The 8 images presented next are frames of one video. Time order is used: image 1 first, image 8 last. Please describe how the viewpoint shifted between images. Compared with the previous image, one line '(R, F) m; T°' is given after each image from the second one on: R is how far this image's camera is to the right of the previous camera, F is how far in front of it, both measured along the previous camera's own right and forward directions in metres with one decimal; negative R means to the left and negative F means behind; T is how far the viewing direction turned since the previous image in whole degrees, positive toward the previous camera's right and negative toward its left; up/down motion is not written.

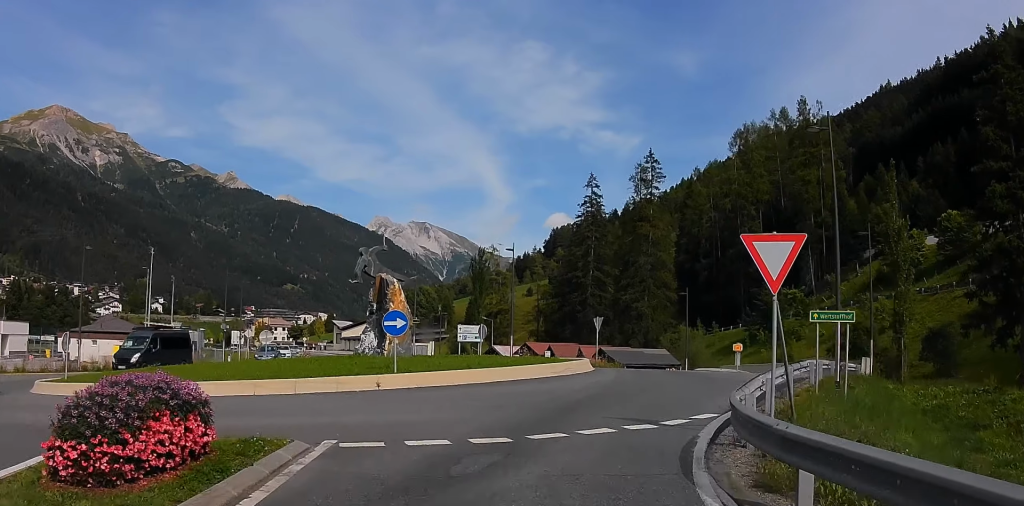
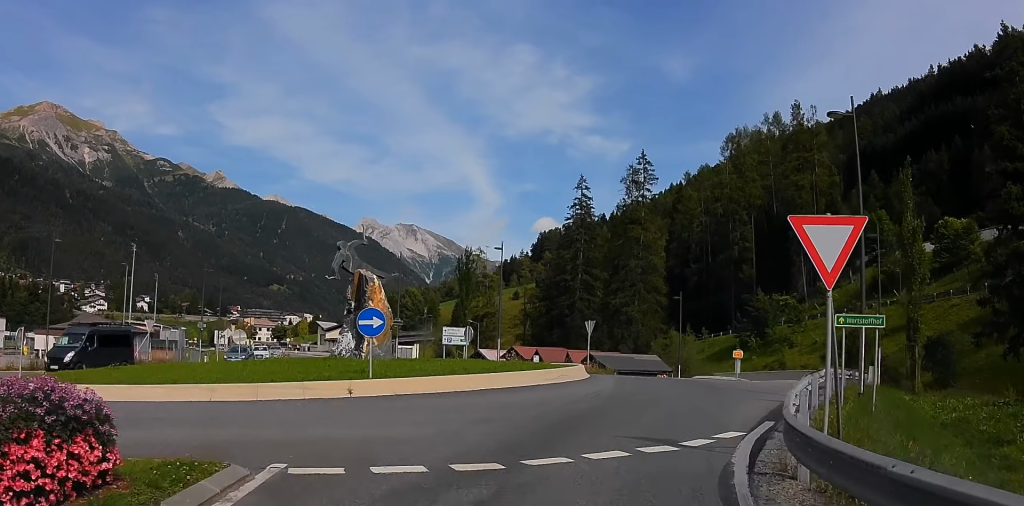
(-0.2, +2.2) m; -2°
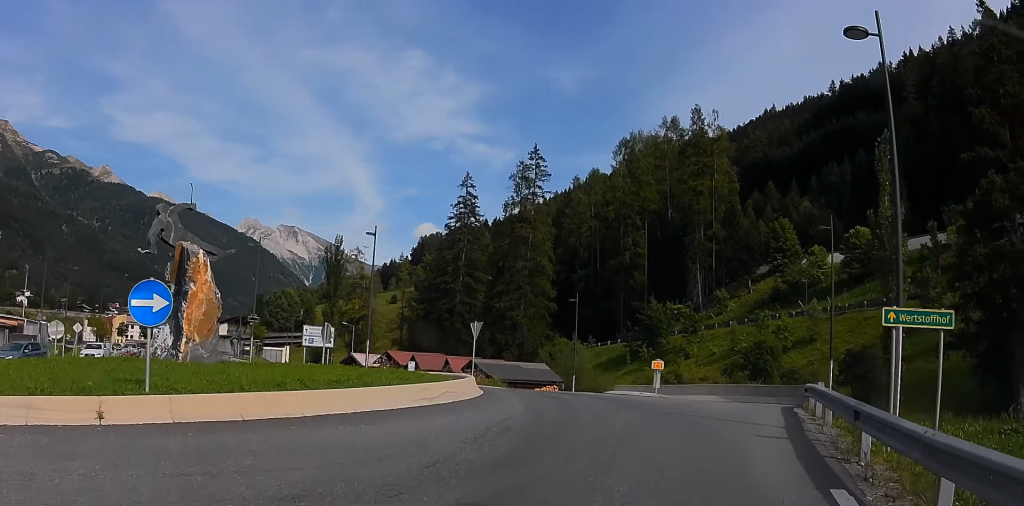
(-0.3, +6.6) m; +13°
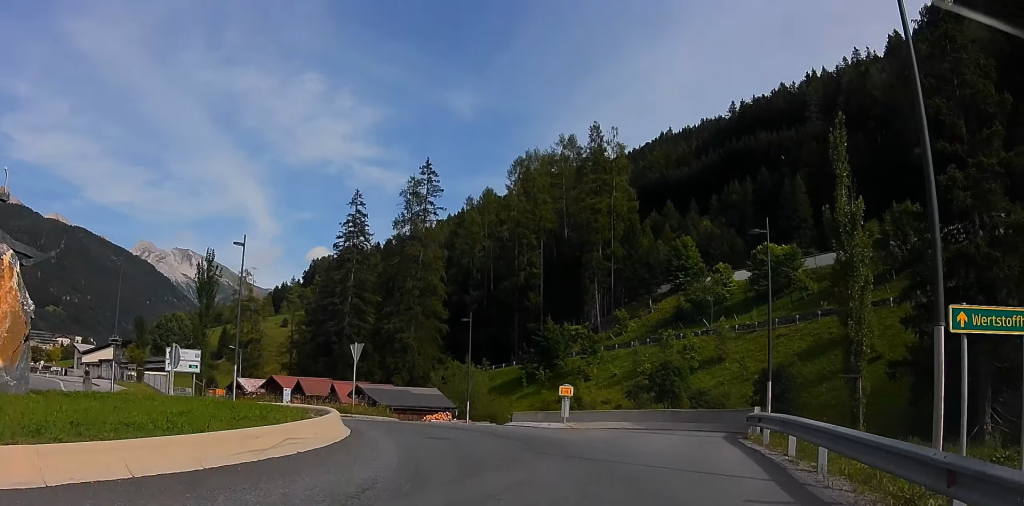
(+1.0, +3.6) m; +13°
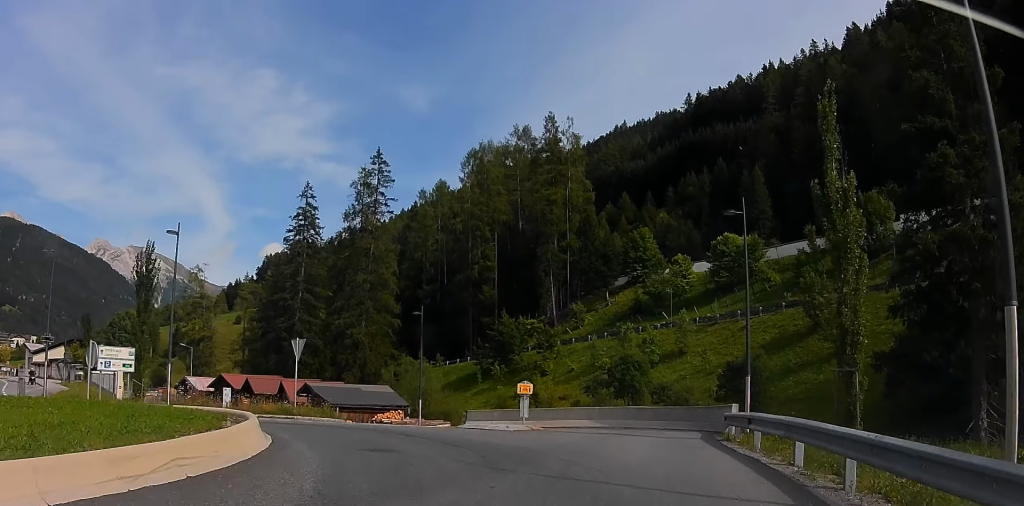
(+0.2, +2.0) m; +3°
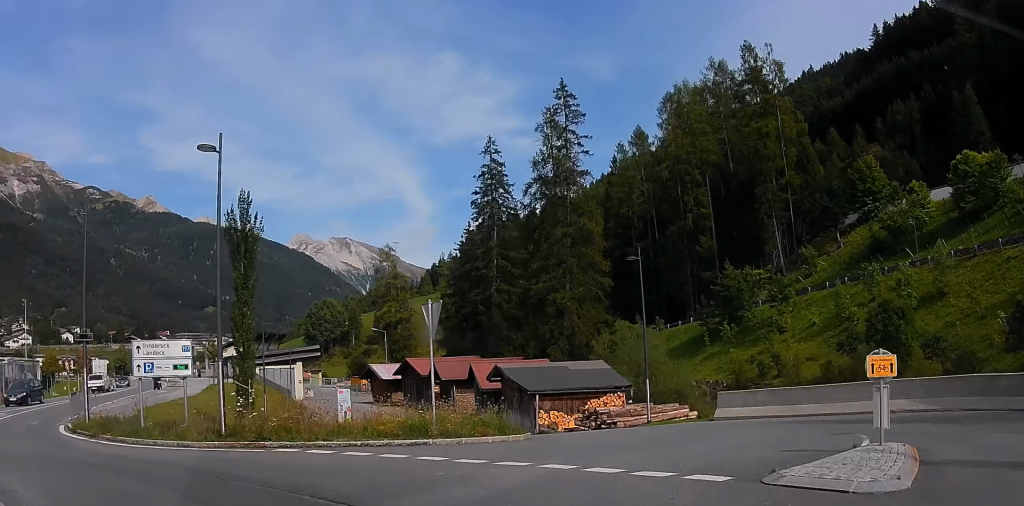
(-2.6, +12.2) m; -21°
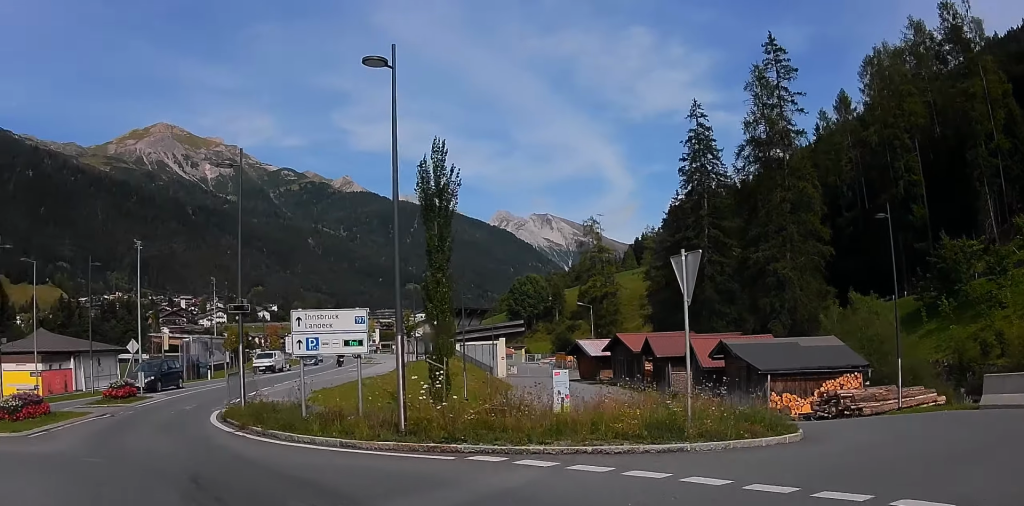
(-0.1, +4.4) m; -13°
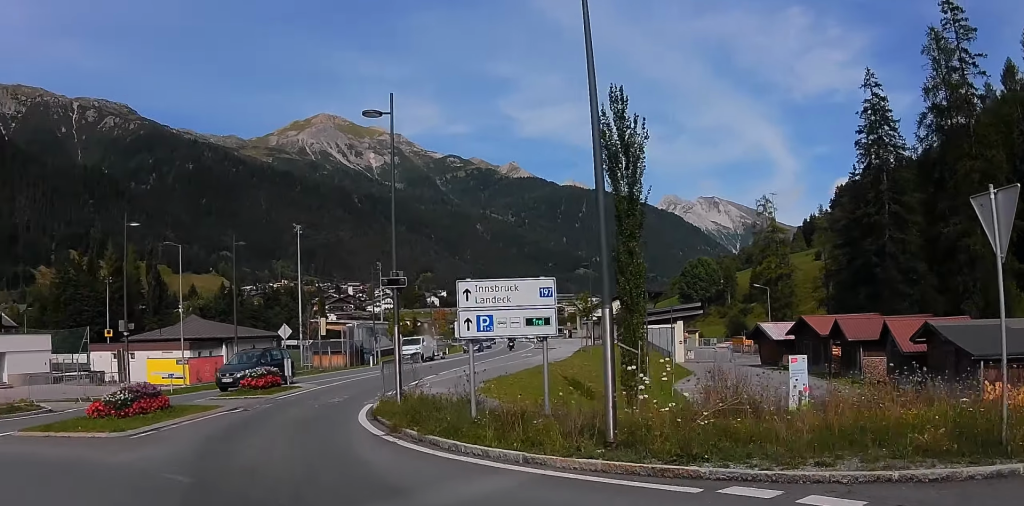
(-0.2, +3.5) m; -18°
